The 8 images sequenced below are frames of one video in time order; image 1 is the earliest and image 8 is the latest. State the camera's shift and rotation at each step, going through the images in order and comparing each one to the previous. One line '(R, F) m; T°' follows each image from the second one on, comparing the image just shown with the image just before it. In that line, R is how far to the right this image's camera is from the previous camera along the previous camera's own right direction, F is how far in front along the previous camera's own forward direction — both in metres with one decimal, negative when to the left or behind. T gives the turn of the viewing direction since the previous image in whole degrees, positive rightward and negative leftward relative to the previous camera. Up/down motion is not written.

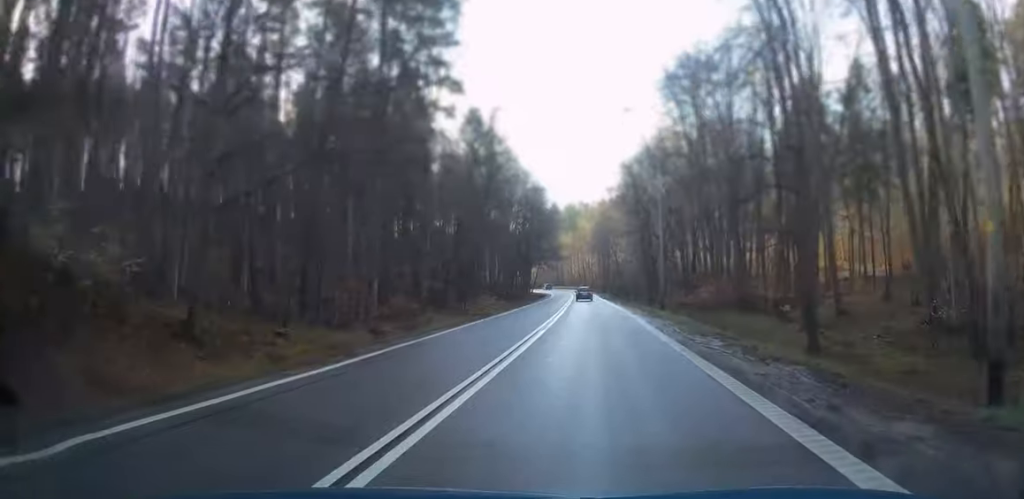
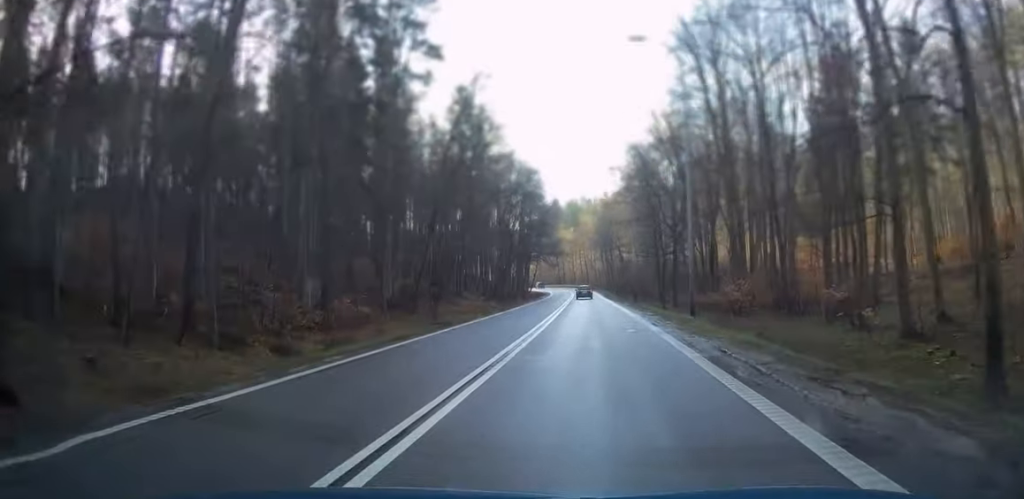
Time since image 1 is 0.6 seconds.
(0.0, +10.6) m; 0°
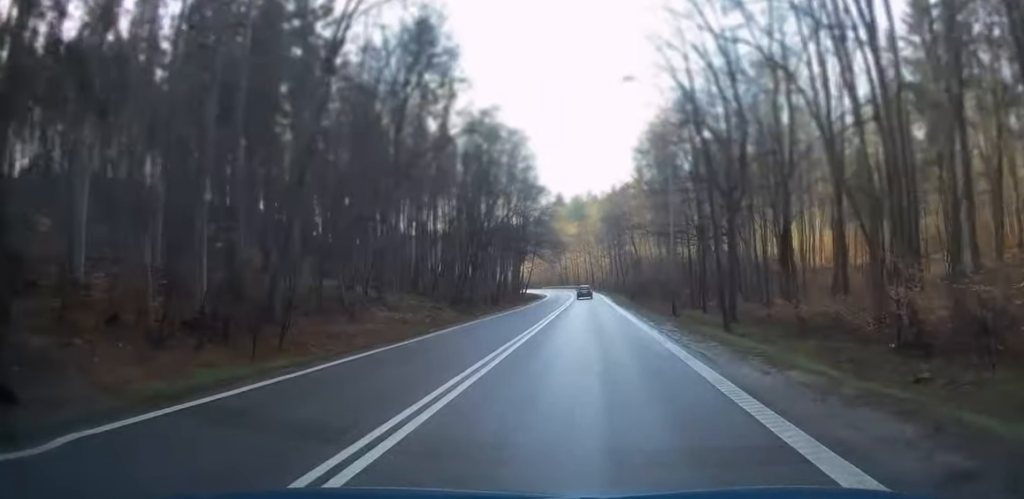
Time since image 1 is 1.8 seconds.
(+0.1, +24.6) m; 0°
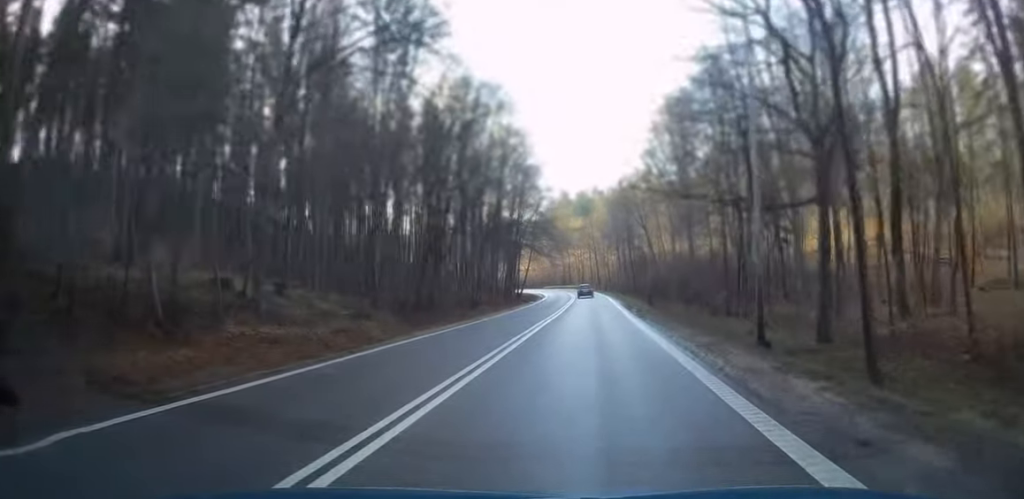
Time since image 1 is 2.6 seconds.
(0.0, +15.7) m; 0°
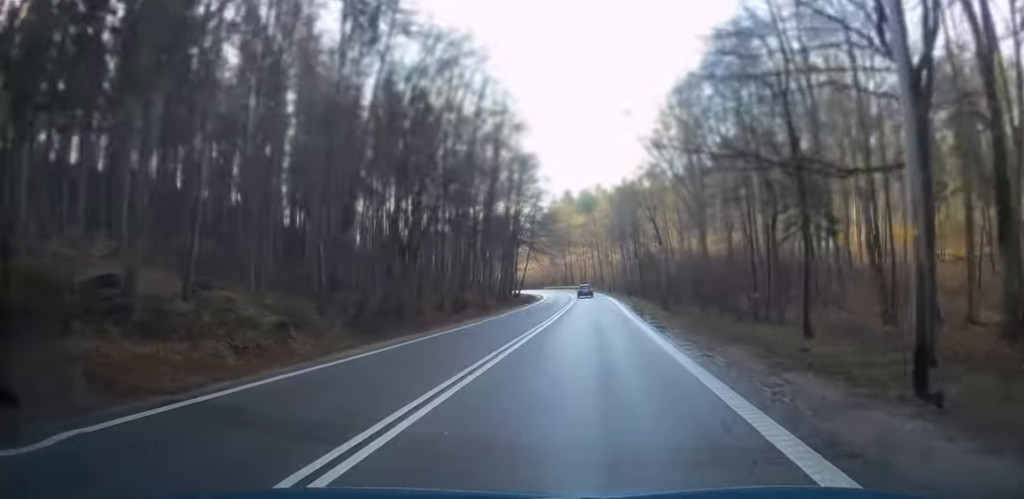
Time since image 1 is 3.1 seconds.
(+0.1, +7.7) m; 0°
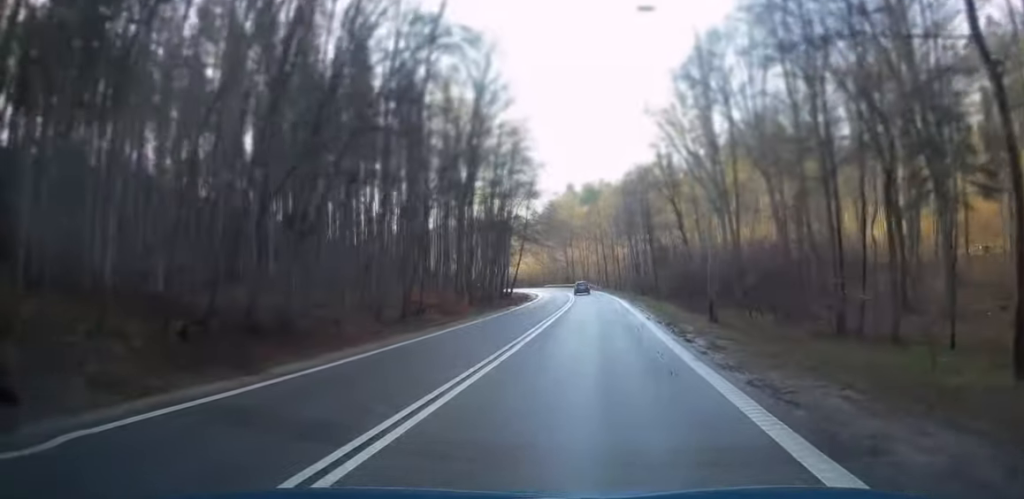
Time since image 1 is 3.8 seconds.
(-0.2, +14.2) m; -1°
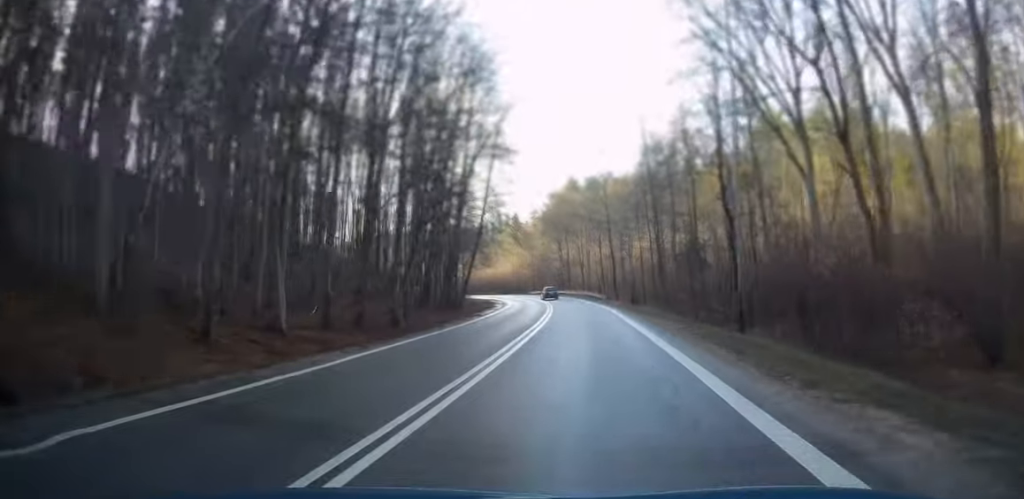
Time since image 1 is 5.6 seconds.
(-0.8, +35.0) m; -2°
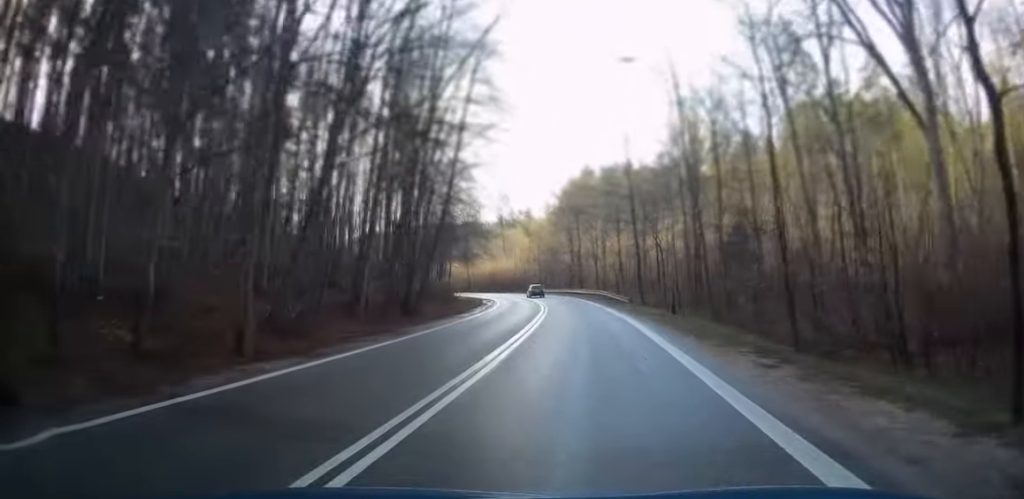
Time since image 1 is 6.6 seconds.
(-0.1, +17.9) m; -1°
